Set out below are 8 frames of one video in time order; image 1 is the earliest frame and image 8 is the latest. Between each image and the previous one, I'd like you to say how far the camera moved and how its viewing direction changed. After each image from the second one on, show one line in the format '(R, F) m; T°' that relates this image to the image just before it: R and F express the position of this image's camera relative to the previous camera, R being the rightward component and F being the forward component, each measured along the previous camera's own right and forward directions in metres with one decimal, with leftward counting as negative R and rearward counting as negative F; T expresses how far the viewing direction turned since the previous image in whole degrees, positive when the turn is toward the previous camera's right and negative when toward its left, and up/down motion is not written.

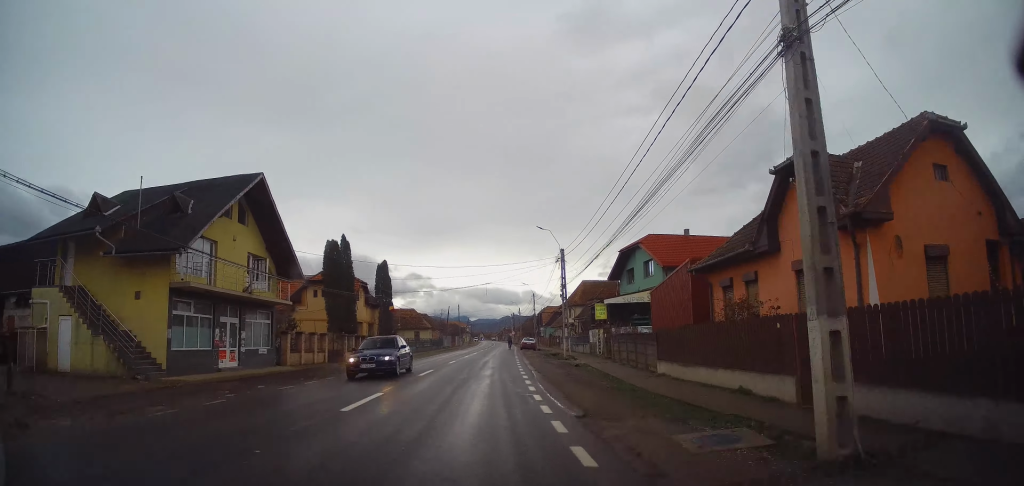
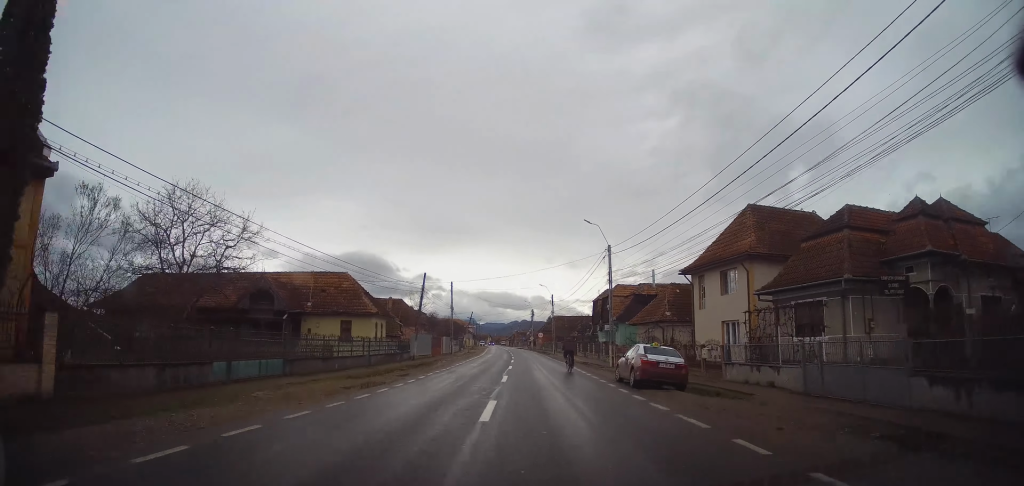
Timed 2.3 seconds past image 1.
(+0.4, +46.1) m; +1°
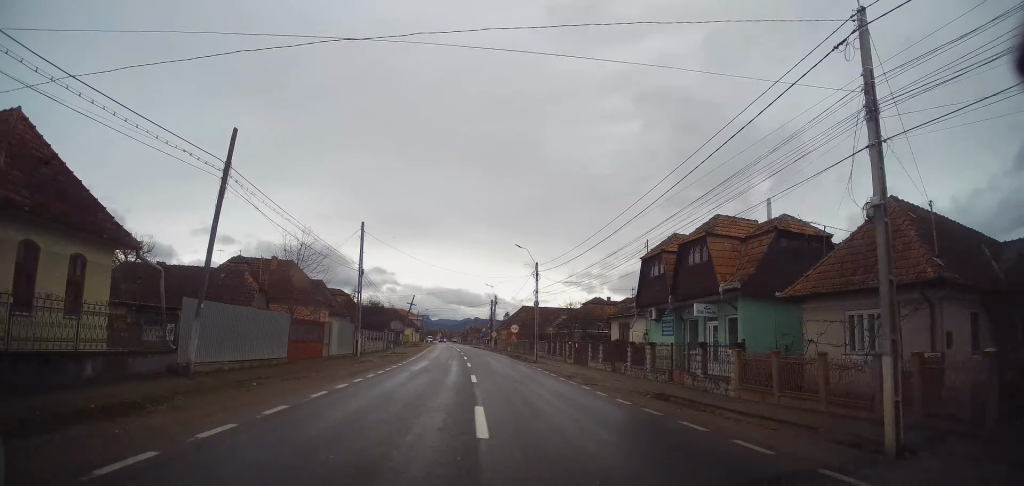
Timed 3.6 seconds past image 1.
(+0.6, +28.0) m; +3°
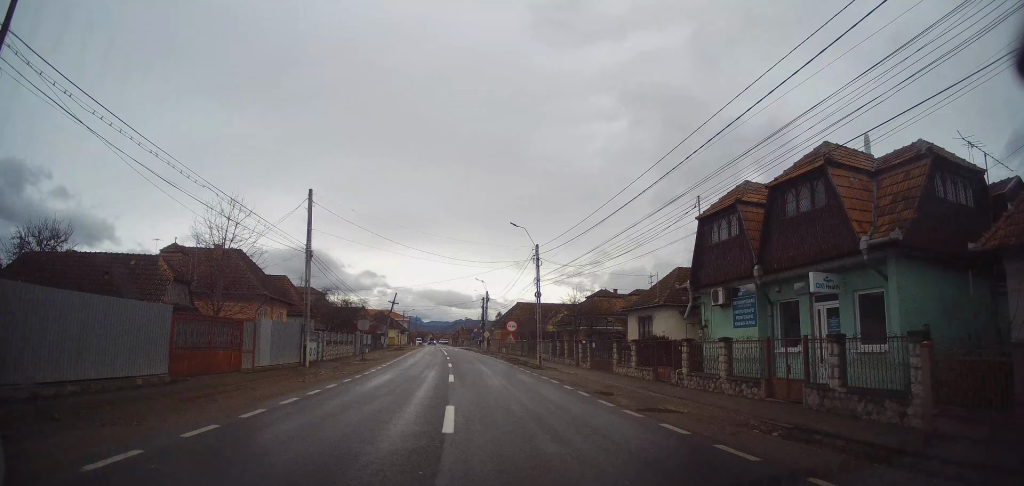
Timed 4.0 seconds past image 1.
(+0.2, +8.2) m; +1°
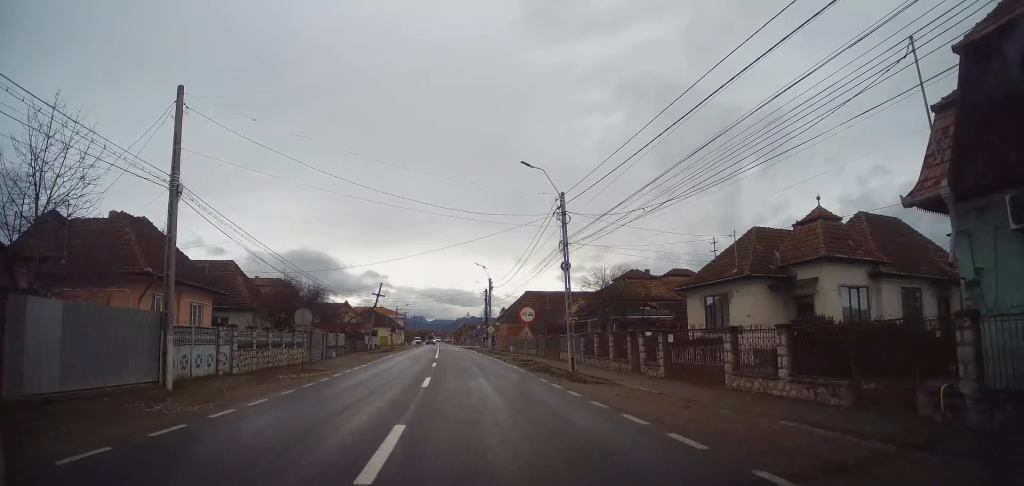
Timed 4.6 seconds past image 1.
(+0.2, +11.6) m; +1°
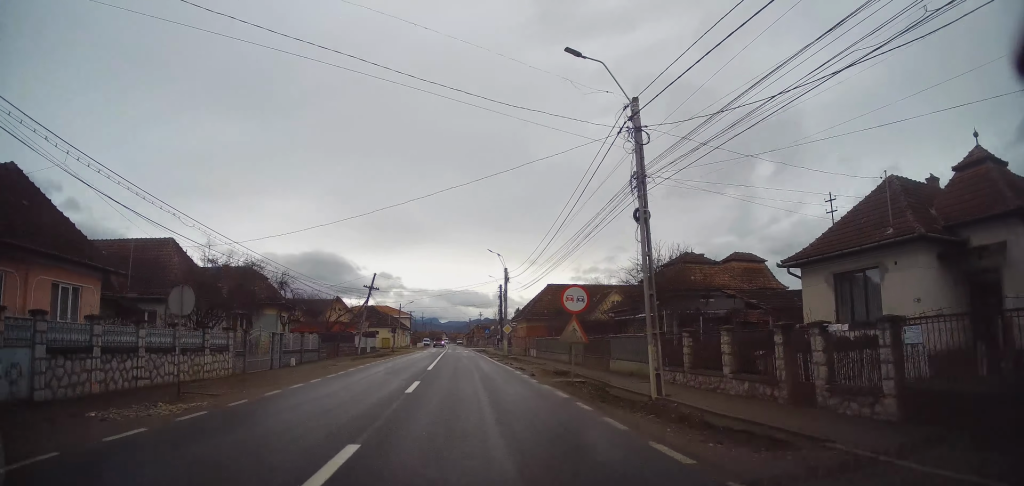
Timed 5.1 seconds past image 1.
(0.0, +10.2) m; 0°
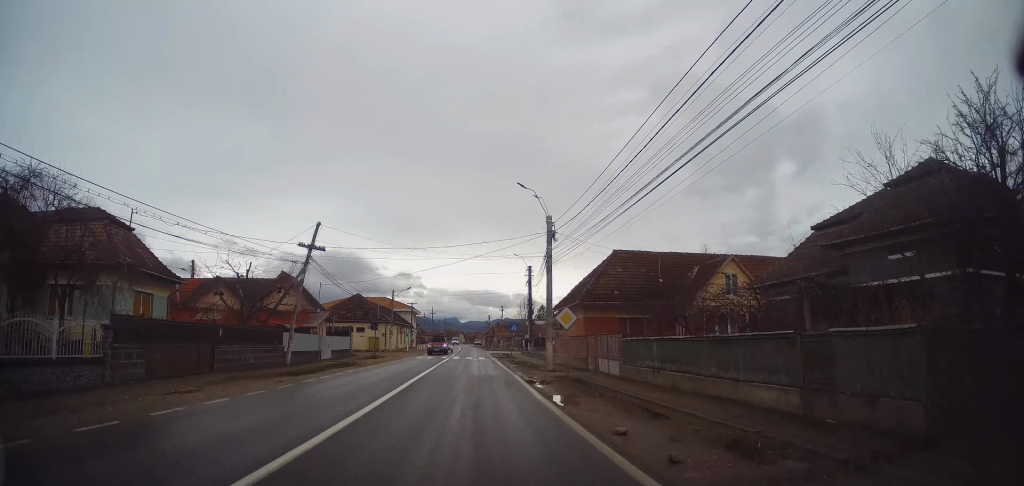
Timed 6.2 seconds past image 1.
(-0.2, +22.2) m; -1°
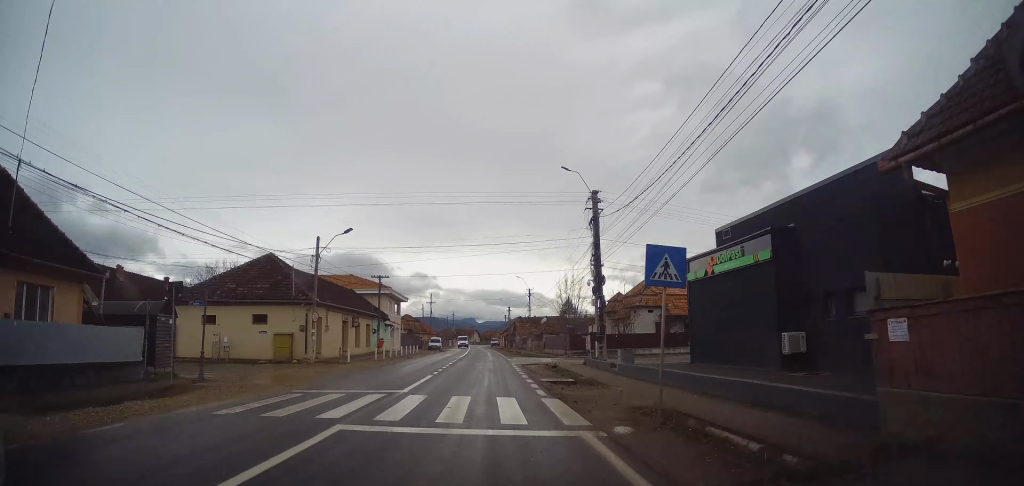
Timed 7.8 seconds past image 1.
(-0.6, +32.1) m; -2°
